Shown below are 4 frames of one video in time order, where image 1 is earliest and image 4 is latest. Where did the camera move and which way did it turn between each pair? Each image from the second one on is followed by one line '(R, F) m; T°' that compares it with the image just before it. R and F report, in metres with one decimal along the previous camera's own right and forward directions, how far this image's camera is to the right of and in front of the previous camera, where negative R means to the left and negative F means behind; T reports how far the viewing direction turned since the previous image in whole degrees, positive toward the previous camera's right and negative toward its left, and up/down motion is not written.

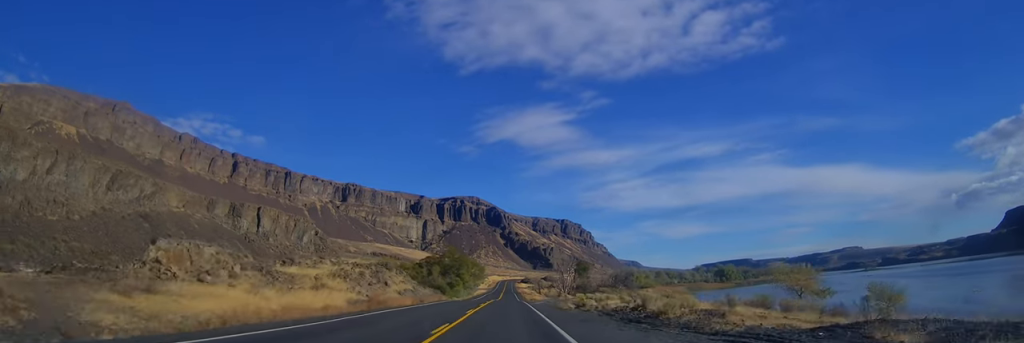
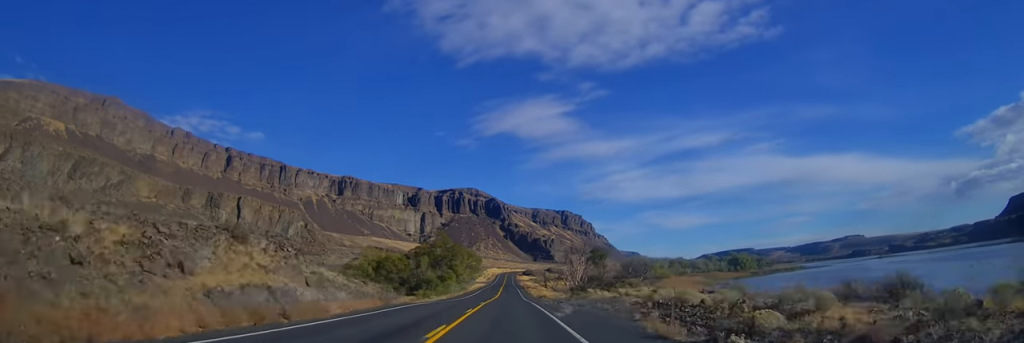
(-0.1, +27.1) m; 0°
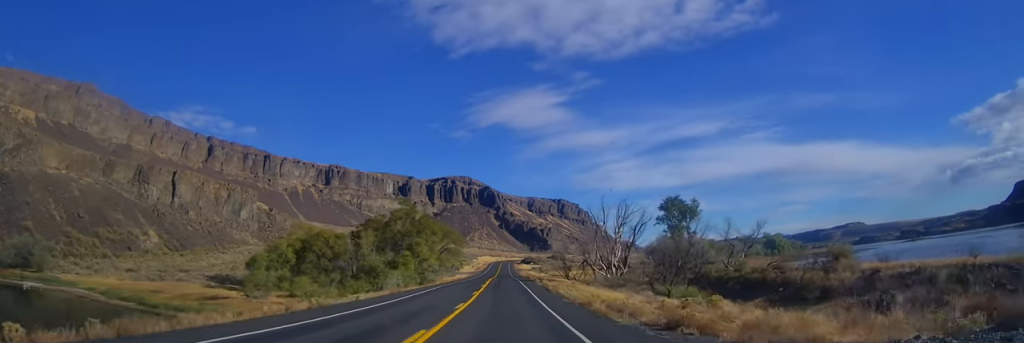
(+0.1, +64.2) m; 0°
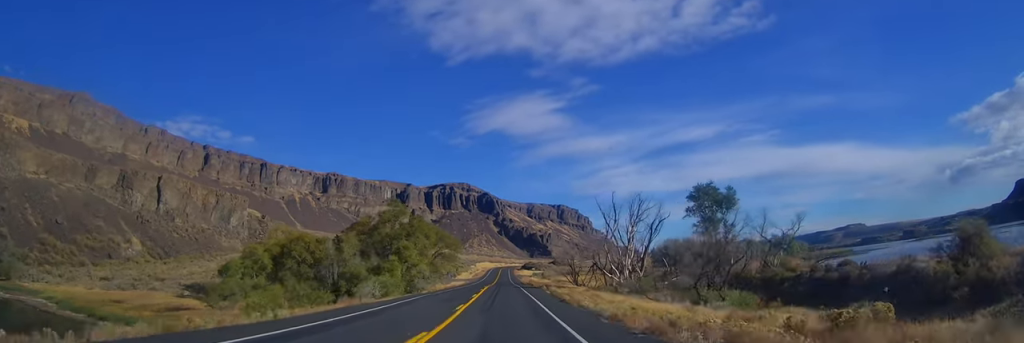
(-0.1, +11.7) m; 0°
